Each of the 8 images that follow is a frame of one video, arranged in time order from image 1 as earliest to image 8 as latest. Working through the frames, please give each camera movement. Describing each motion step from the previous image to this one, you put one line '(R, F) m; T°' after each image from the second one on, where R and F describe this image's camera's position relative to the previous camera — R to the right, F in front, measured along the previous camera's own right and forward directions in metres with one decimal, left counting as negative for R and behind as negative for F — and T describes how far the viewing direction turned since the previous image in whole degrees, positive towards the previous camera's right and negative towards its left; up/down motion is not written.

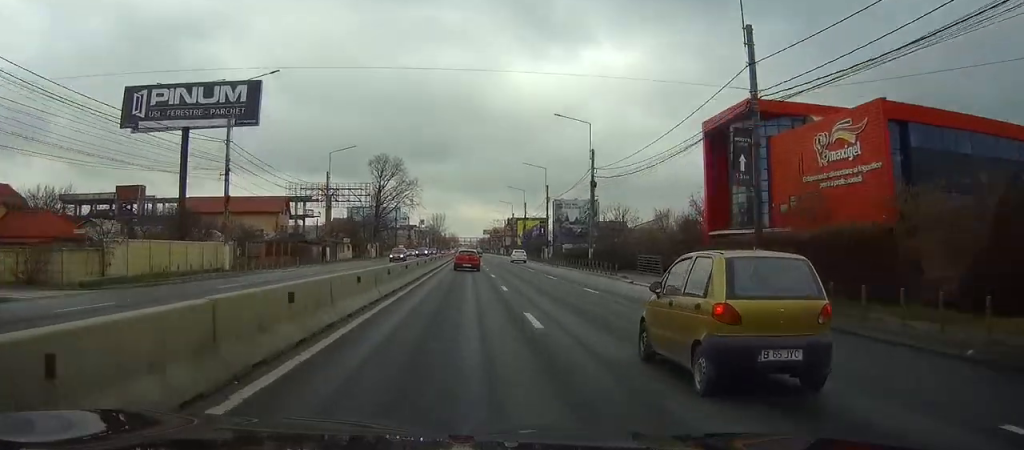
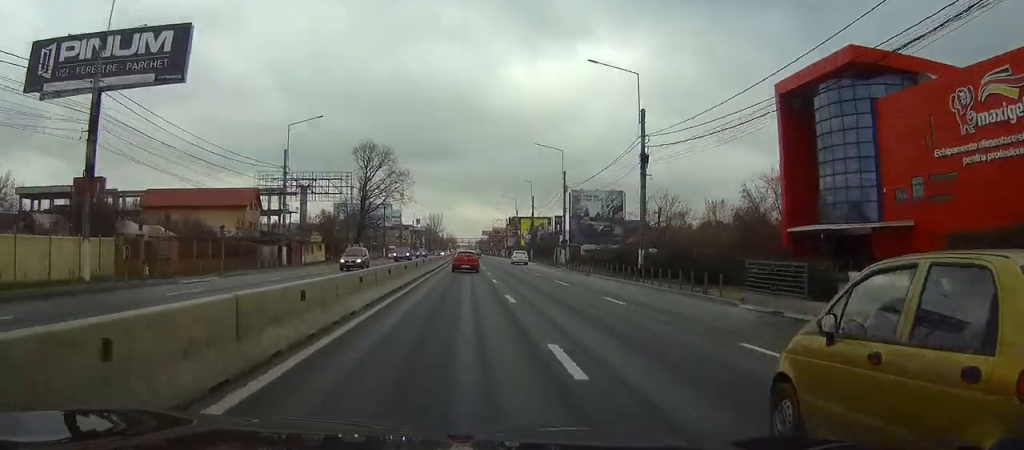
(+0.1, +17.3) m; 0°
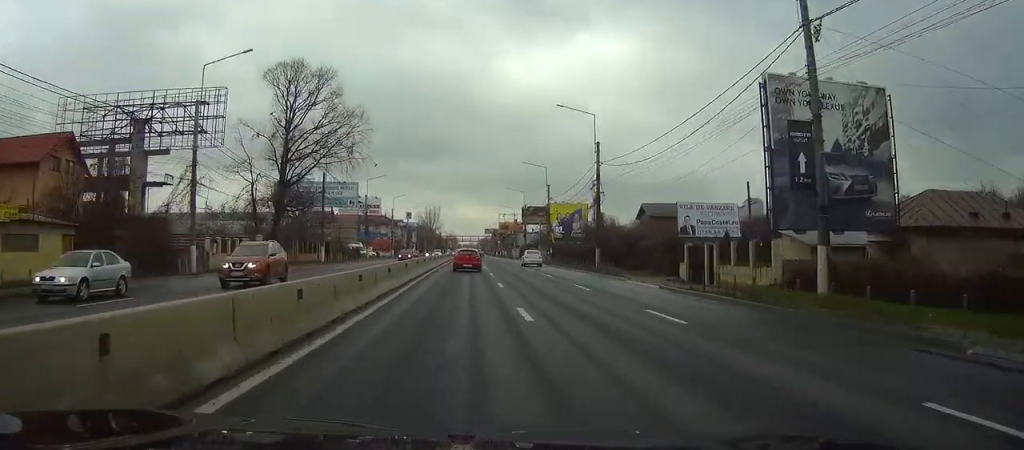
(+0.1, +54.6) m; 0°
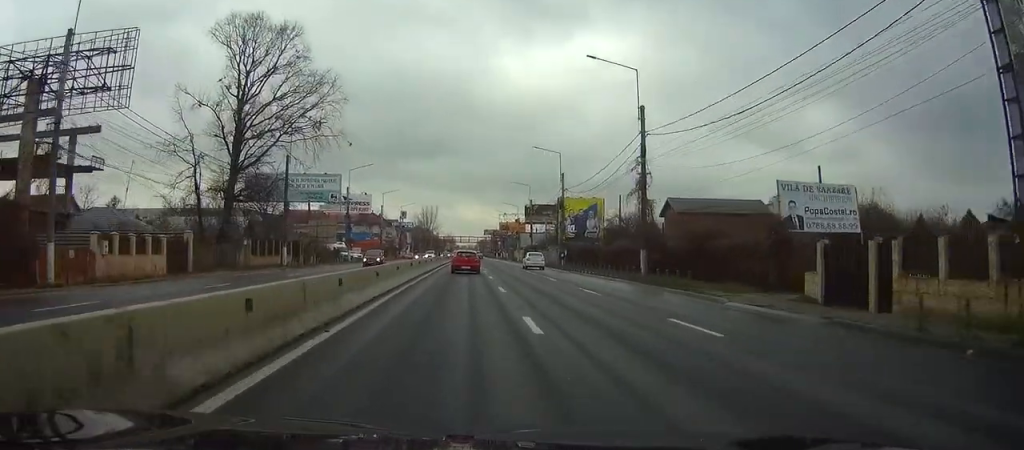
(0.0, +14.6) m; 0°
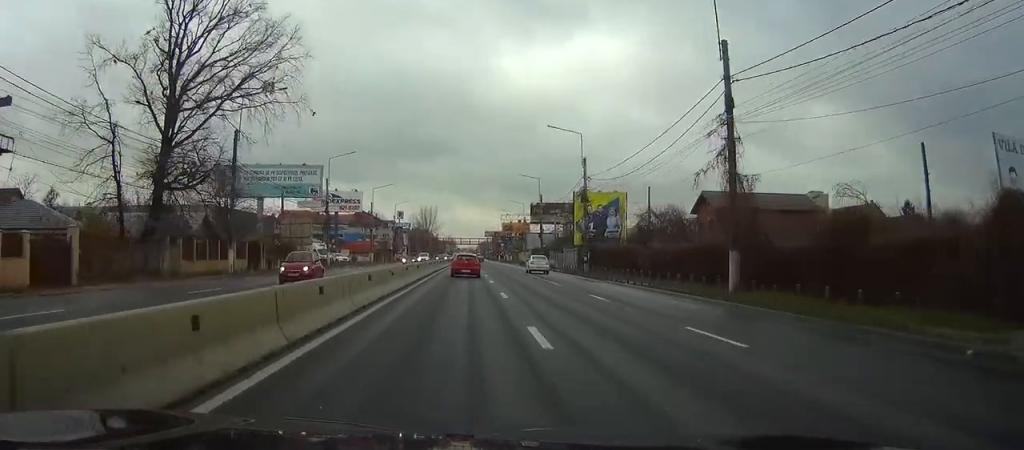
(0.0, +13.8) m; 0°
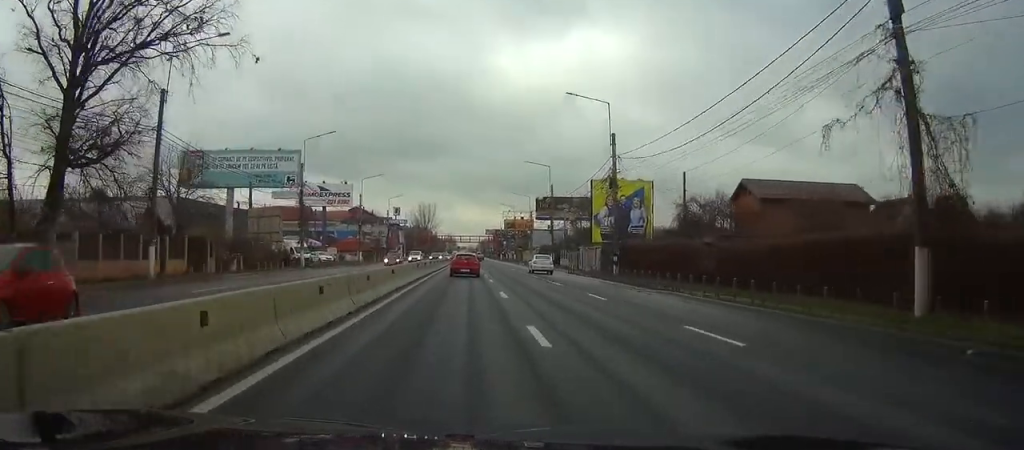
(+0.1, +12.0) m; 0°
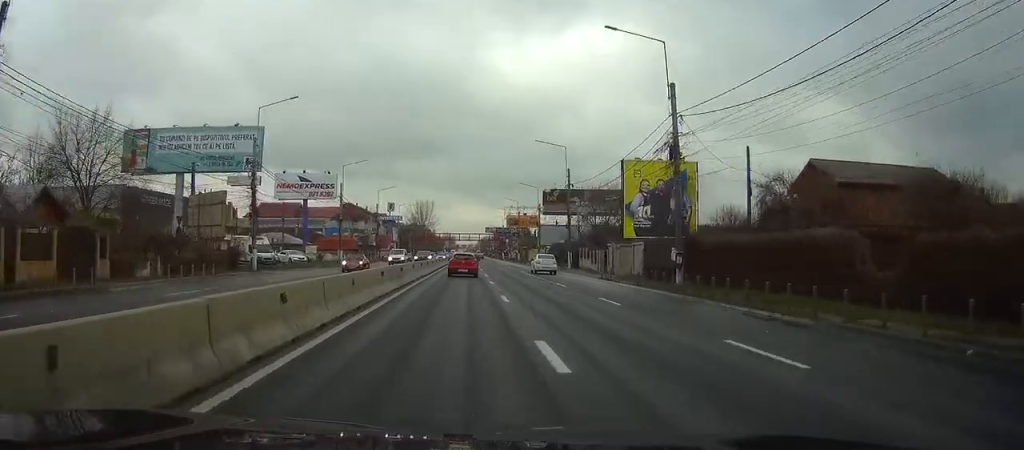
(0.0, +14.6) m; 0°
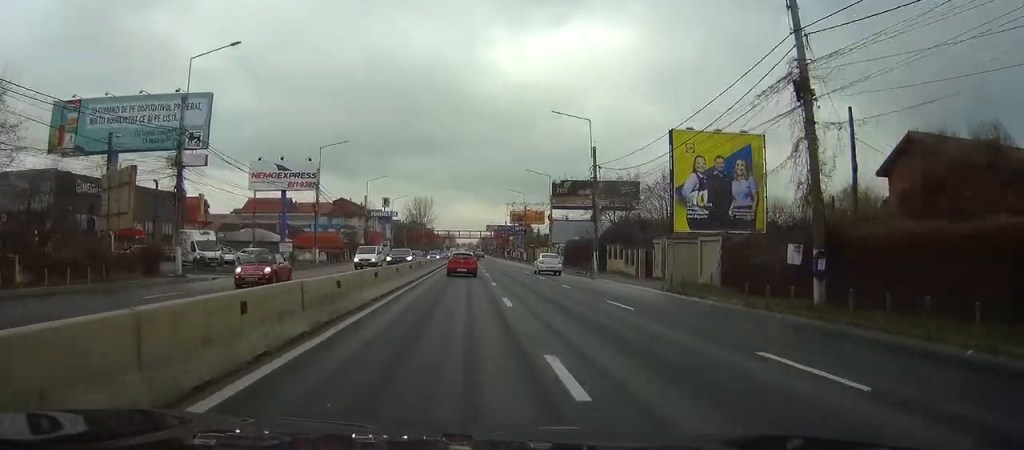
(0.0, +12.9) m; 0°
